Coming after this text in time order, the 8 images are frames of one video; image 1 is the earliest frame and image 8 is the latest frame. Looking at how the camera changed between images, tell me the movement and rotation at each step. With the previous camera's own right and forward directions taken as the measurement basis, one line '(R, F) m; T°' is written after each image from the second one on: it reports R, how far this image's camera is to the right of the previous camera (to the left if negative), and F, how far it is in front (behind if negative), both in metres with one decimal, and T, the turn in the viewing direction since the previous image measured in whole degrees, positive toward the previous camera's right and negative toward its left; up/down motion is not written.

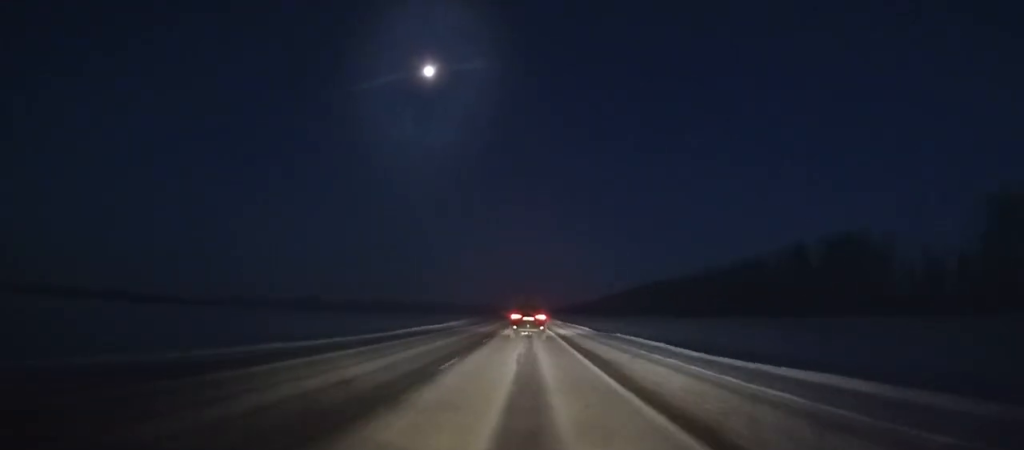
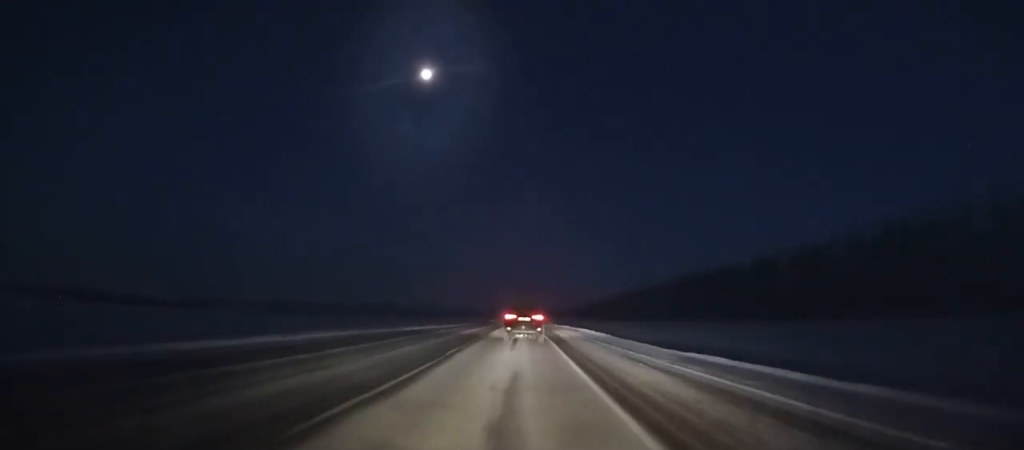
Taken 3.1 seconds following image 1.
(+0.1, +65.2) m; 0°
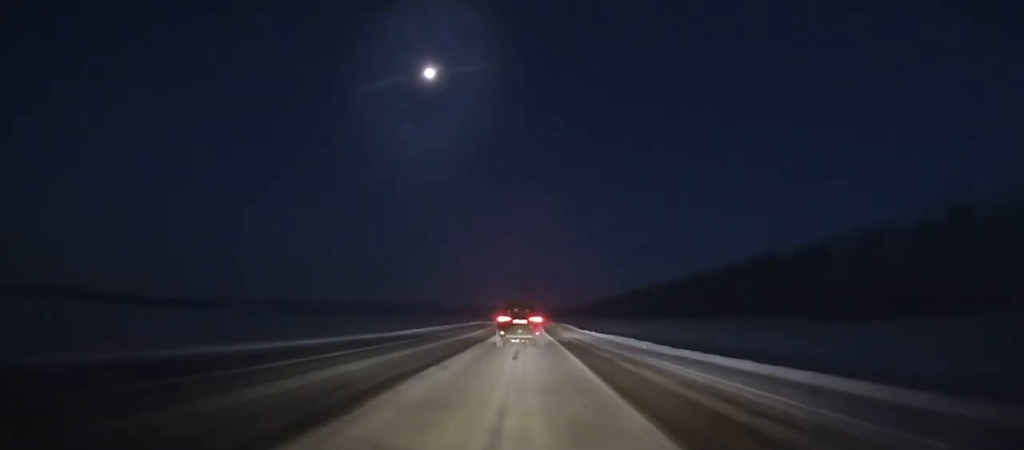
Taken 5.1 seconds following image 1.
(0.0, +42.0) m; 0°
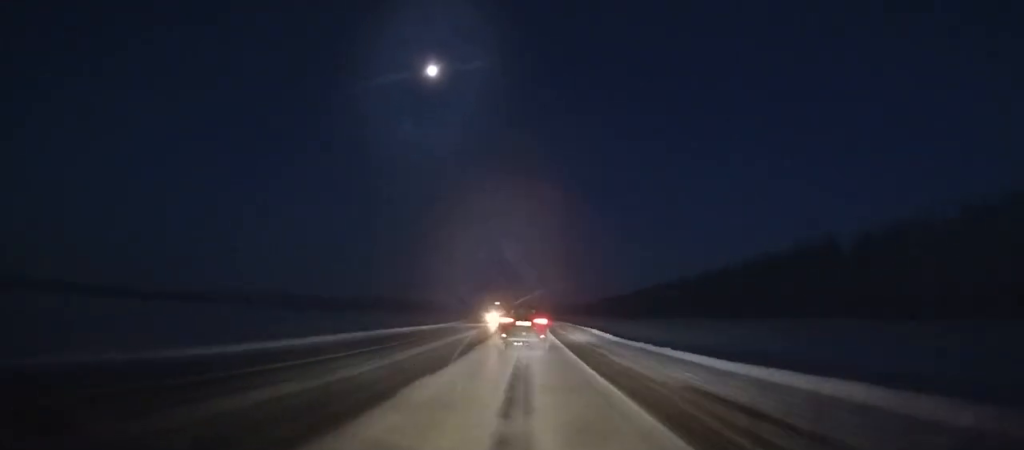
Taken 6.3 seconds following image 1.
(-0.2, +25.2) m; 0°
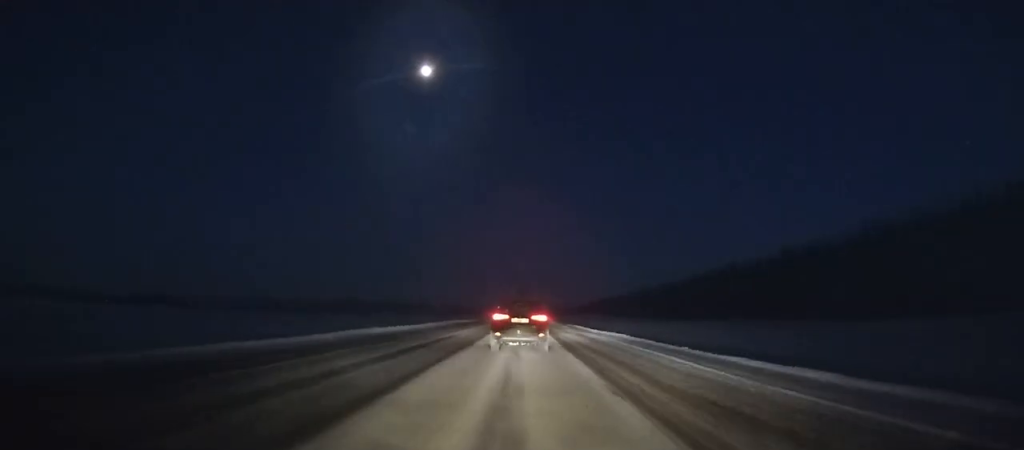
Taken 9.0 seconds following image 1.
(0.0, +56.1) m; 0°
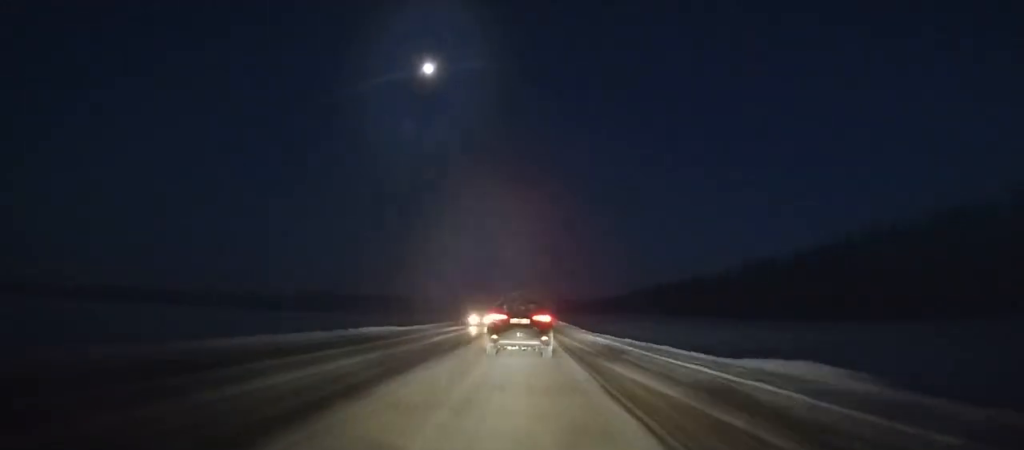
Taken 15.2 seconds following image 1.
(+0.5, +125.5) m; 0°
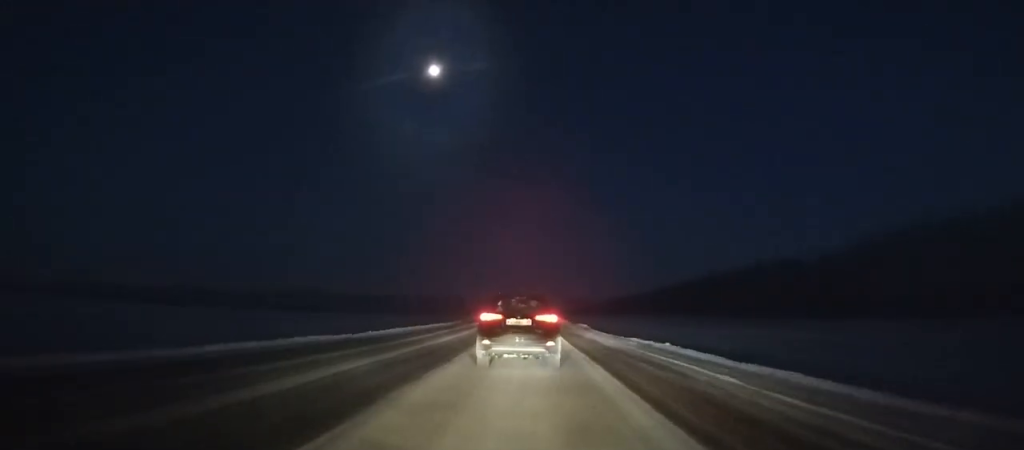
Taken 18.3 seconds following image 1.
(-0.3, +60.4) m; 0°
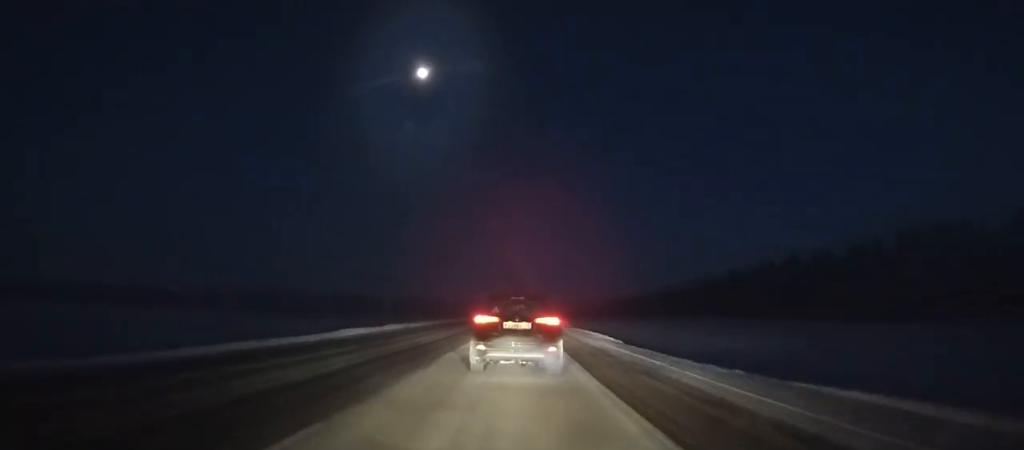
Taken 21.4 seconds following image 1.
(0.0, +58.5) m; 0°
